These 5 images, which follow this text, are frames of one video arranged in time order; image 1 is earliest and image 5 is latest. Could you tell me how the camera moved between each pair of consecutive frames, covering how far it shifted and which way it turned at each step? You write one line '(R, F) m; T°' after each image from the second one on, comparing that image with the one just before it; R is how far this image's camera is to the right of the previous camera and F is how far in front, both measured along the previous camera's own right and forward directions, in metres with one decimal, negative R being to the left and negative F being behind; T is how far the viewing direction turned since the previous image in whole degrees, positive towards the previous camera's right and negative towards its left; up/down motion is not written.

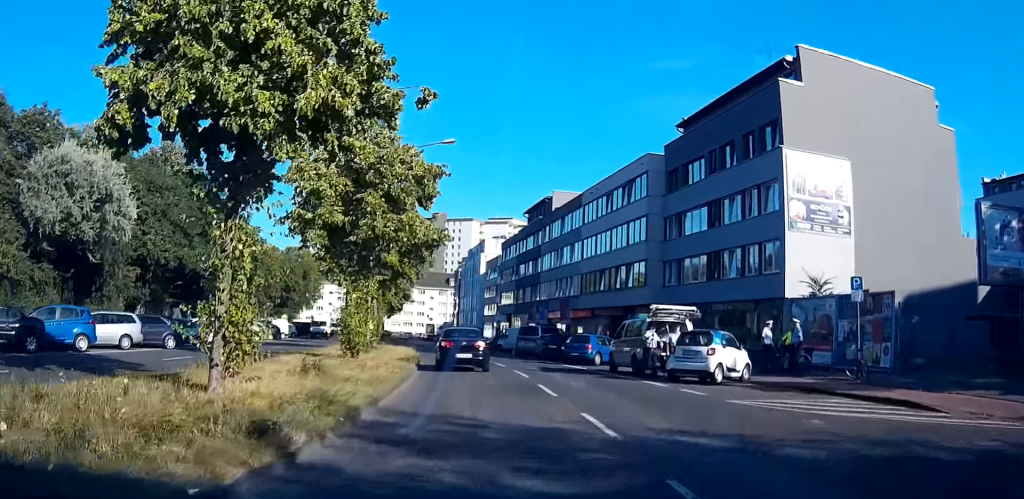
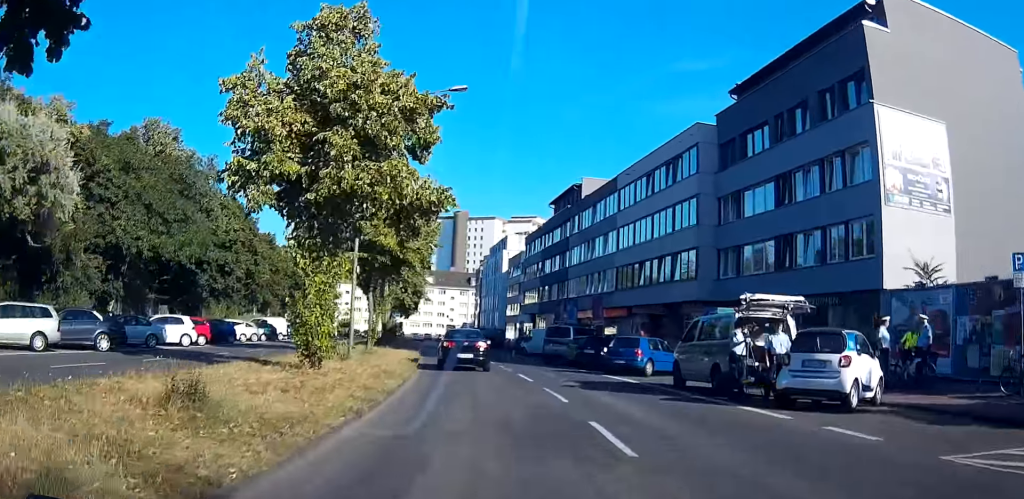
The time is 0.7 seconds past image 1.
(-0.2, +7.6) m; -2°
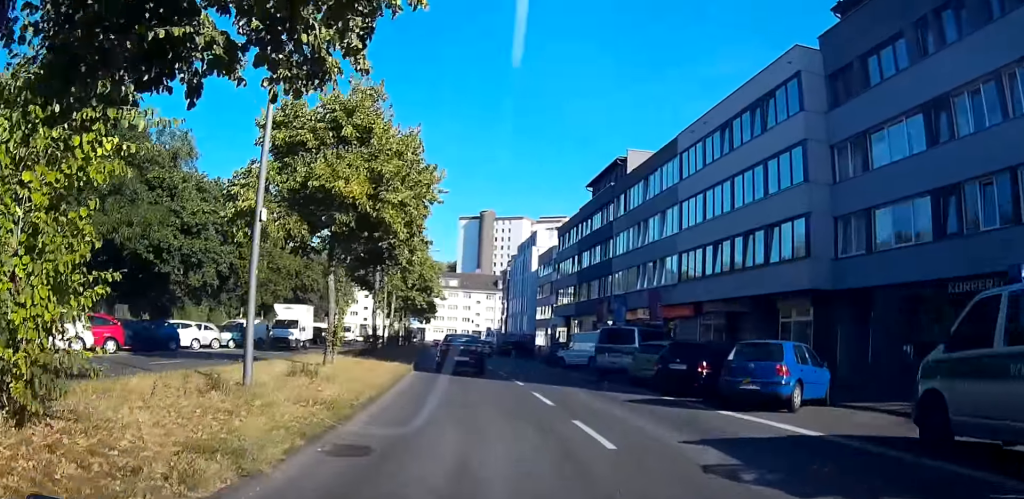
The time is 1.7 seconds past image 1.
(-0.4, +12.0) m; -3°
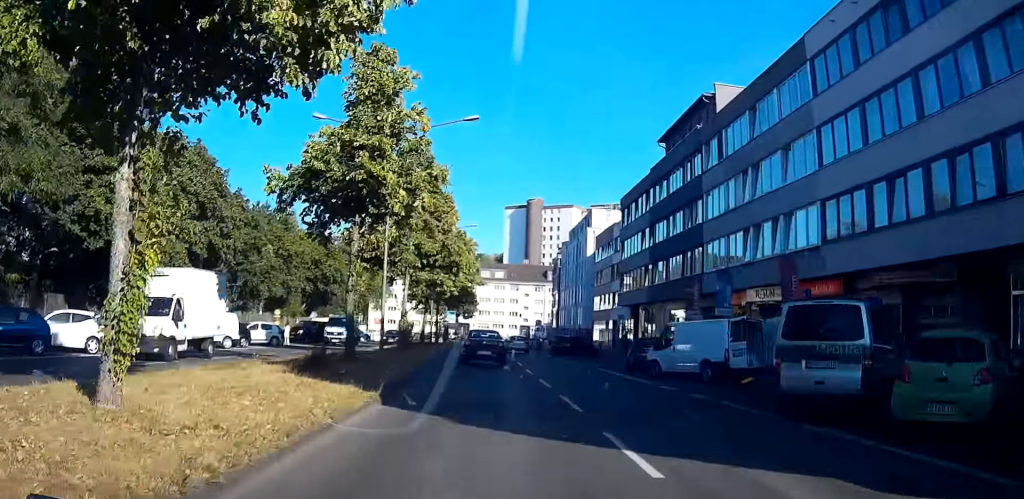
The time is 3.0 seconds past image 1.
(-0.4, +13.9) m; -3°
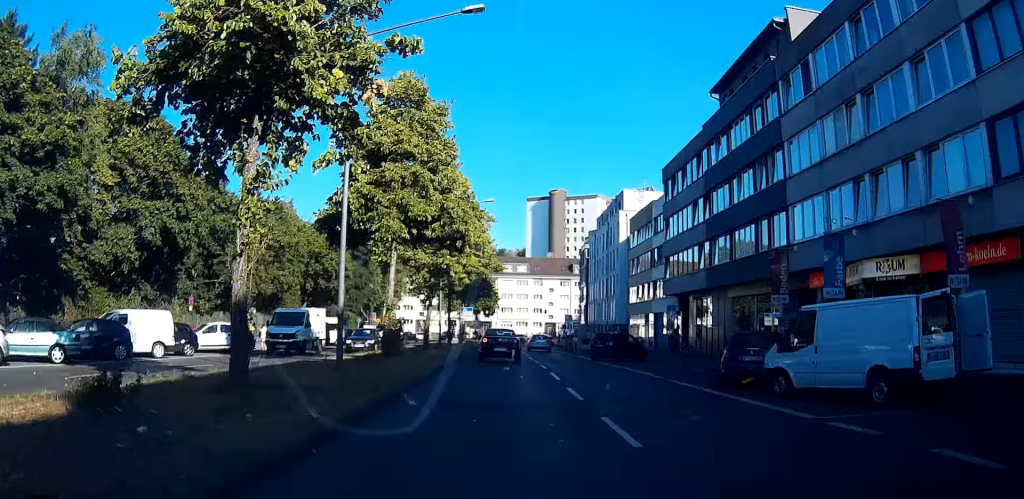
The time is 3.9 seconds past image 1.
(-0.2, +10.2) m; -1°
